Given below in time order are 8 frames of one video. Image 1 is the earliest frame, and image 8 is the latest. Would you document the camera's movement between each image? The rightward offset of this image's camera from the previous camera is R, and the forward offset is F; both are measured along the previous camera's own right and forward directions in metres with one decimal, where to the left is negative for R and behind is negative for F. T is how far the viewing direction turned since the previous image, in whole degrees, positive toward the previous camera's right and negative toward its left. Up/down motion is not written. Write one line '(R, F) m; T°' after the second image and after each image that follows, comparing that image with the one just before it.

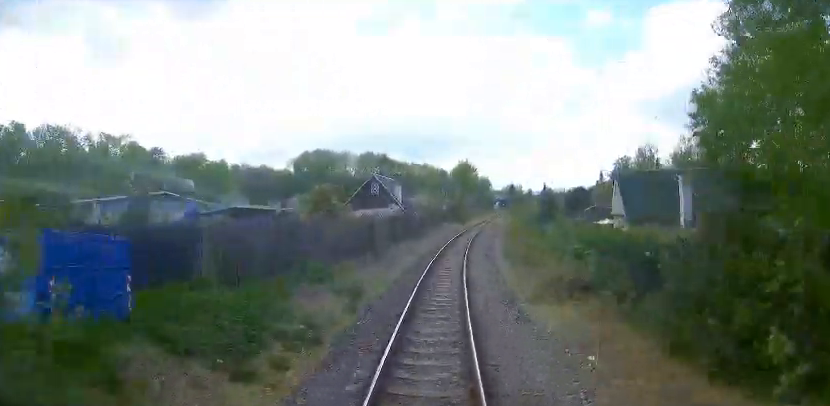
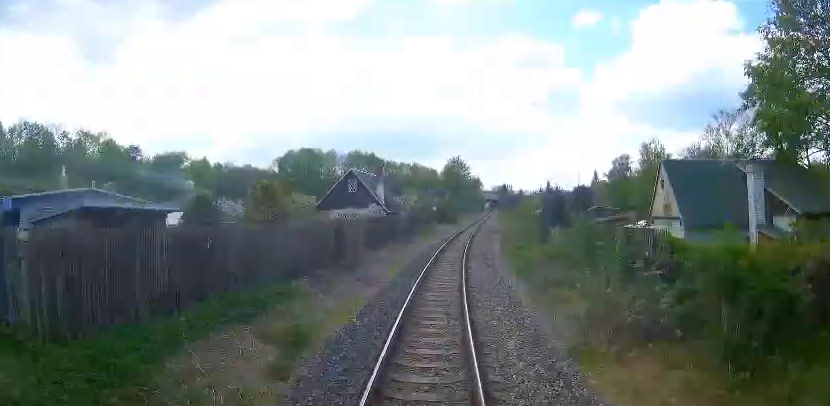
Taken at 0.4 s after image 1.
(0.0, +5.7) m; +2°
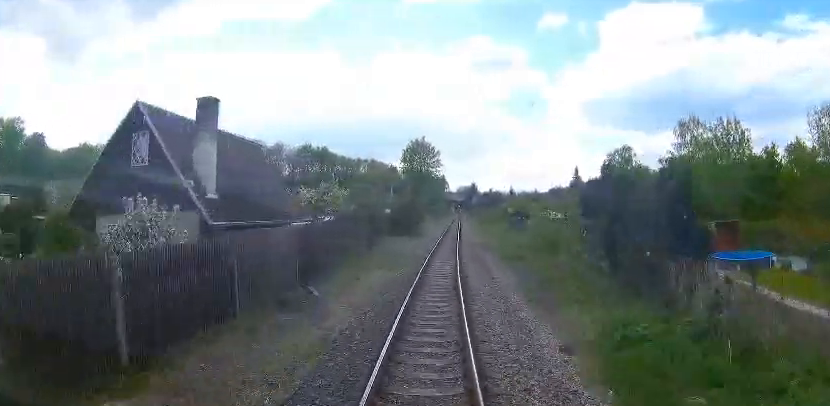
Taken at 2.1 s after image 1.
(+1.5, +21.2) m; +8°
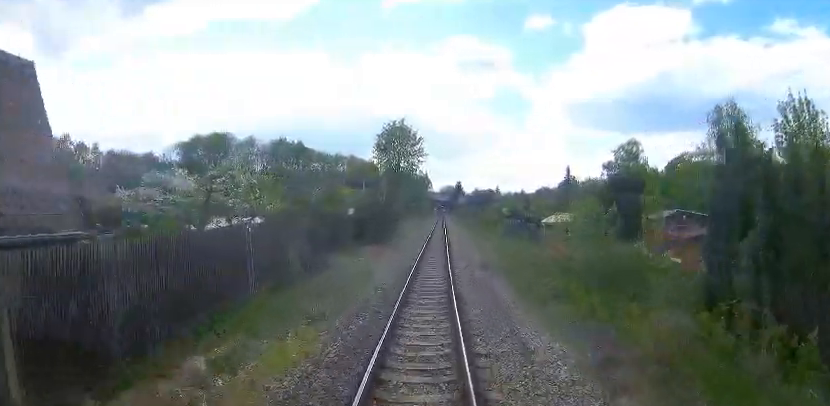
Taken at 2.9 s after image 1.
(+0.1, +10.4) m; 0°
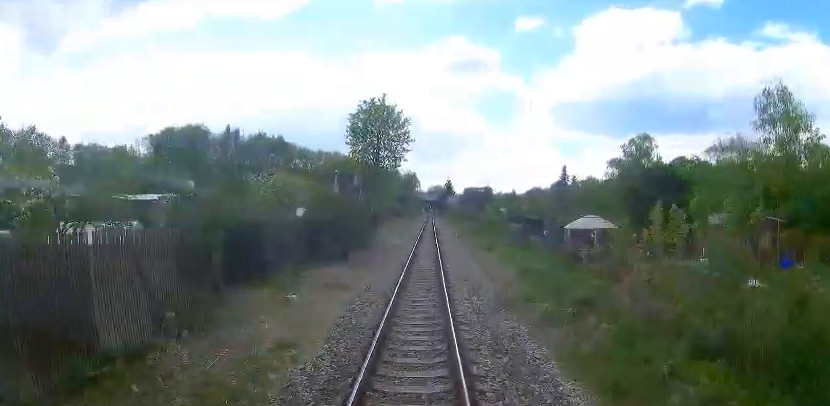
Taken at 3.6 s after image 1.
(0.0, +9.1) m; +1°
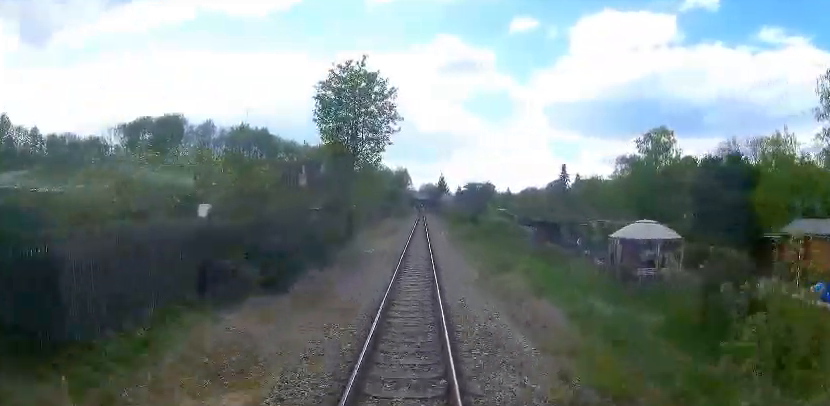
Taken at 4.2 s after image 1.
(-0.1, +8.2) m; +2°
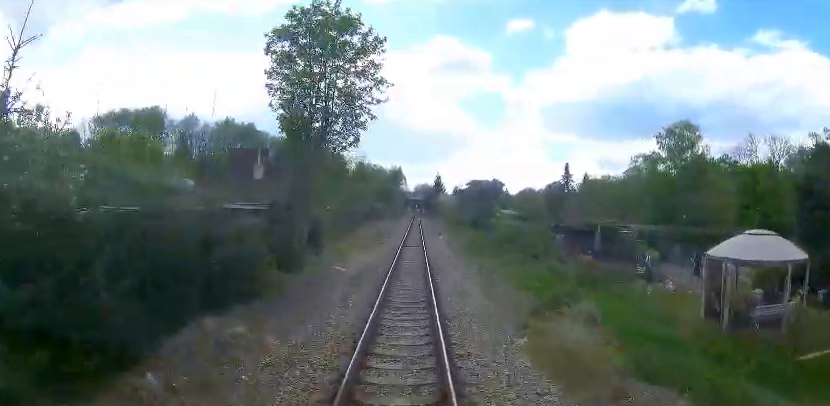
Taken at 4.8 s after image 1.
(+0.3, +7.8) m; +1°
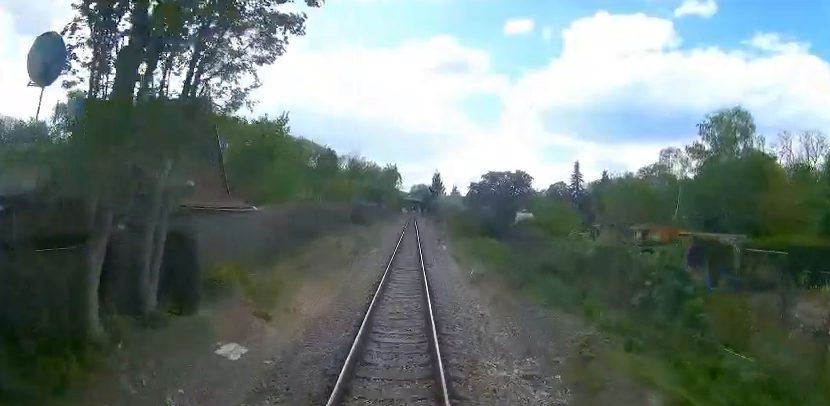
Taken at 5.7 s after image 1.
(+0.2, +11.2) m; 0°
